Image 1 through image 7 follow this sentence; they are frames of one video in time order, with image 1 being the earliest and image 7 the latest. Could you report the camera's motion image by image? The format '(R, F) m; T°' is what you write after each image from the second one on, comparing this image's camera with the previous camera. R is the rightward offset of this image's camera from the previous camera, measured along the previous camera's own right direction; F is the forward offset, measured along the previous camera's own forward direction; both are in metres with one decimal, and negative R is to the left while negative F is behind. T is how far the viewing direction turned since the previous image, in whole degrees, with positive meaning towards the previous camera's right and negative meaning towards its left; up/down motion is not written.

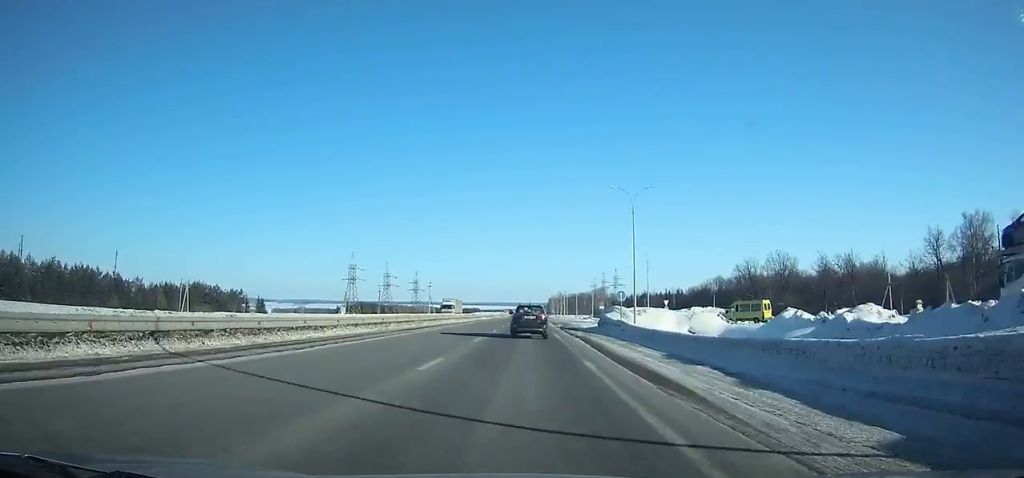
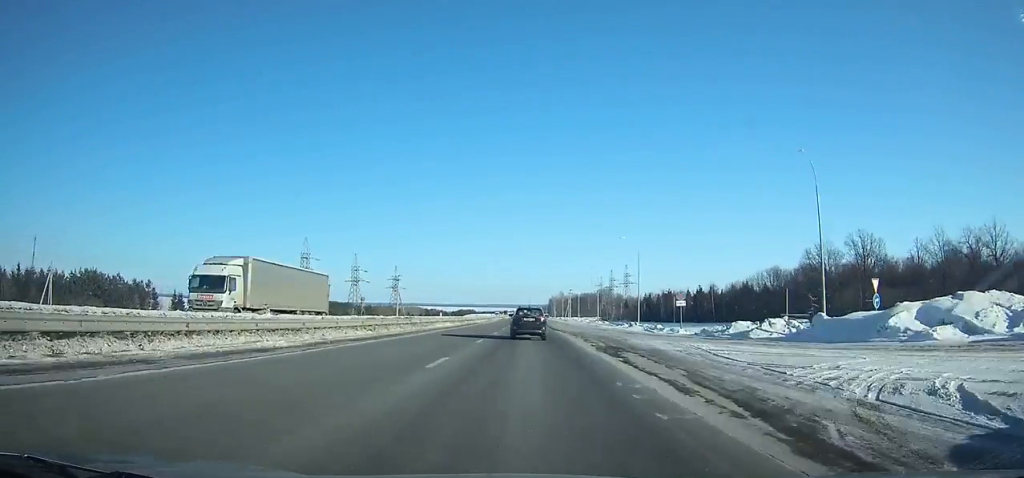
(-0.1, +49.3) m; 0°
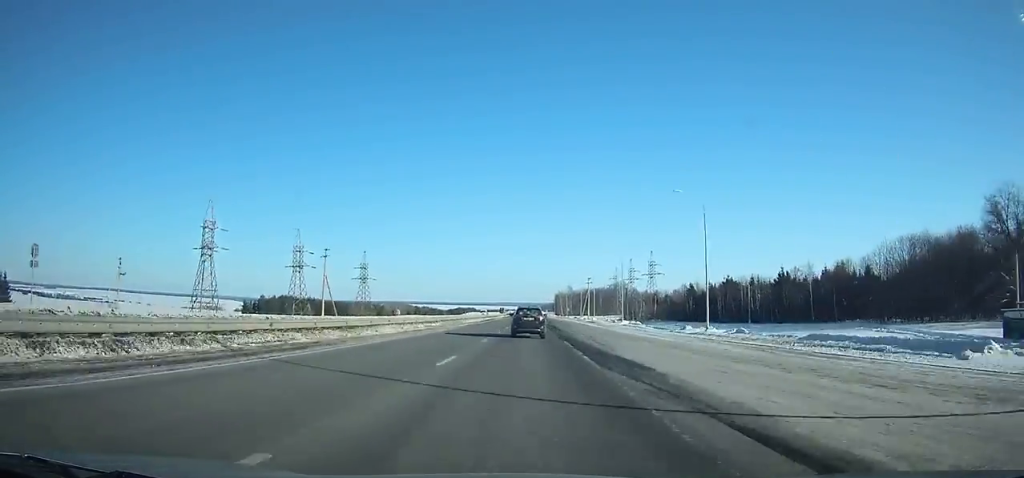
(-0.1, +58.5) m; 0°
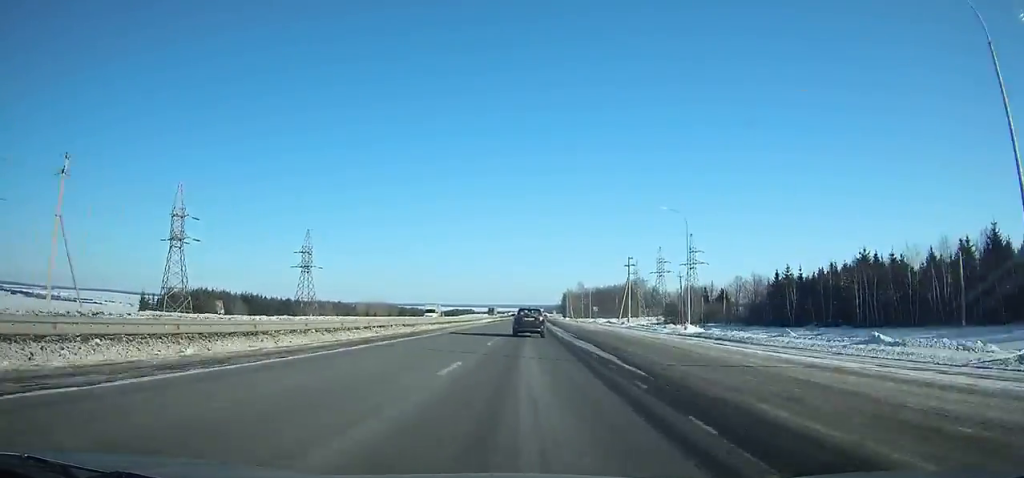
(-0.1, +59.2) m; 0°
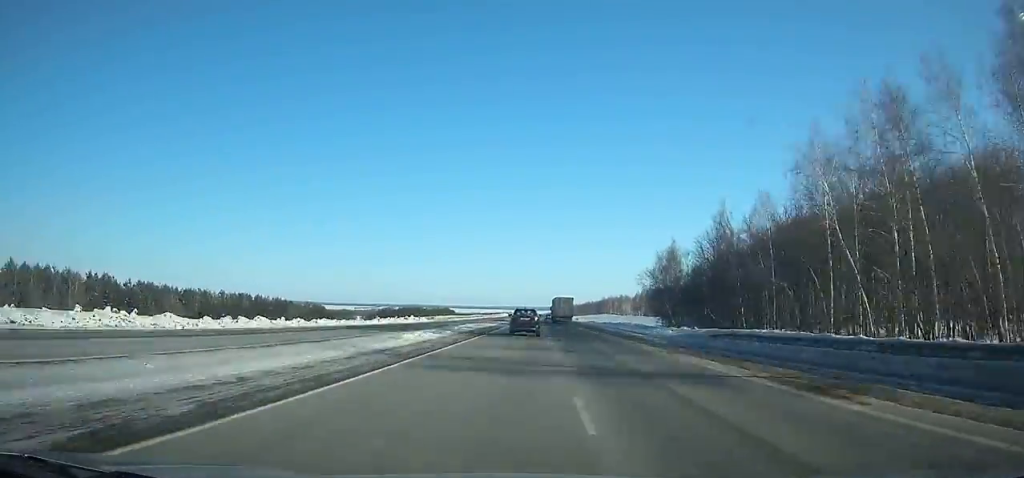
(-1.1, +276.7) m; 0°
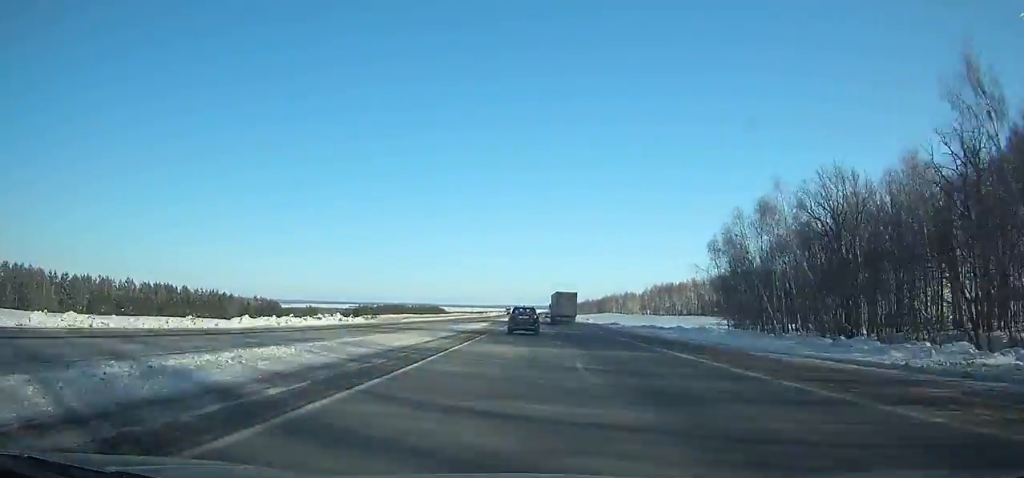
(0.0, +39.5) m; 0°
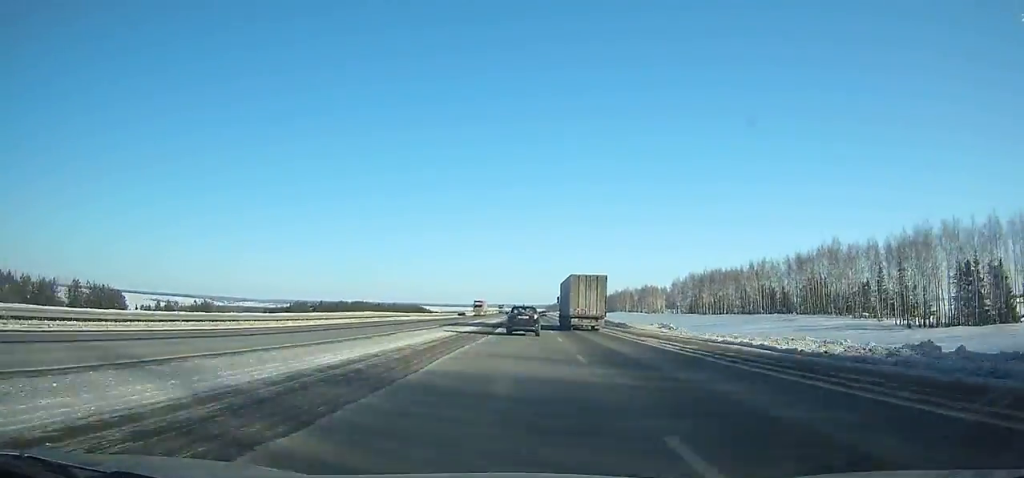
(+0.4, +74.5) m; 0°
